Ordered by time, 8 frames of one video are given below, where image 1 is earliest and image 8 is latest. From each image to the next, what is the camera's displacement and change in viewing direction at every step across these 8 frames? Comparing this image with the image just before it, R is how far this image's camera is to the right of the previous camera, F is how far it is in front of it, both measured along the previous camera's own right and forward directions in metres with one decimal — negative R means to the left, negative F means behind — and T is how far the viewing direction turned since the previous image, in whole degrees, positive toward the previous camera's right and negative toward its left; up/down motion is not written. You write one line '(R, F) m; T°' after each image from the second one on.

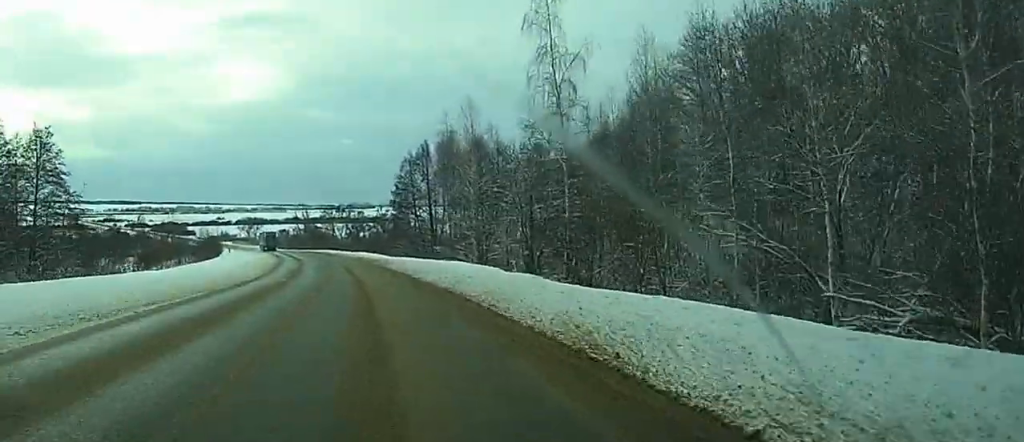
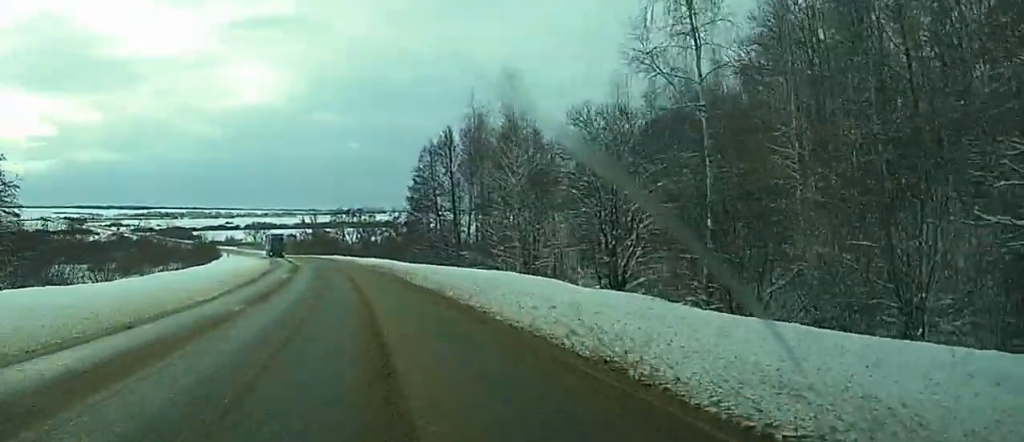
(-0.6, +16.5) m; -2°
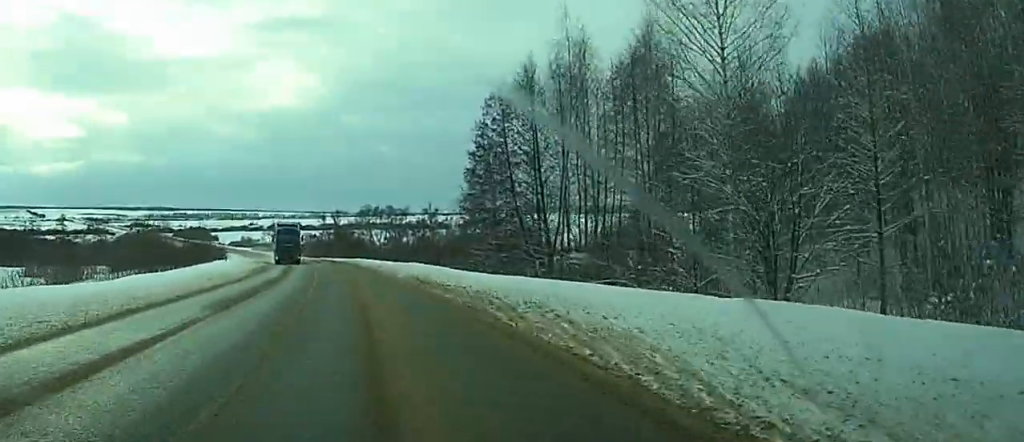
(+0.1, +33.1) m; -1°
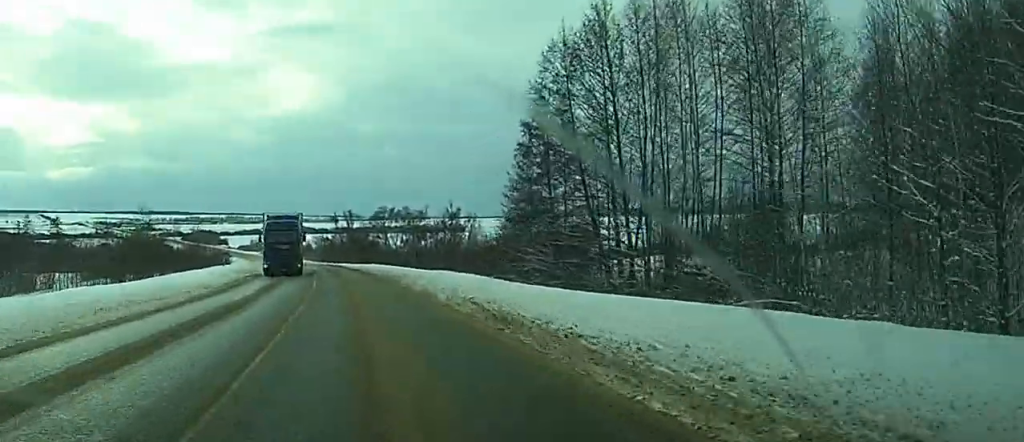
(+0.3, +15.6) m; -1°
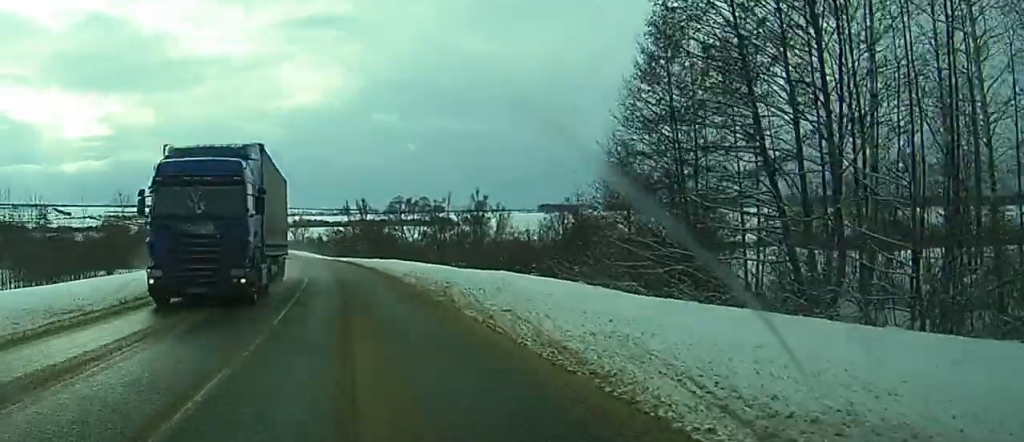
(-0.8, +18.9) m; -2°
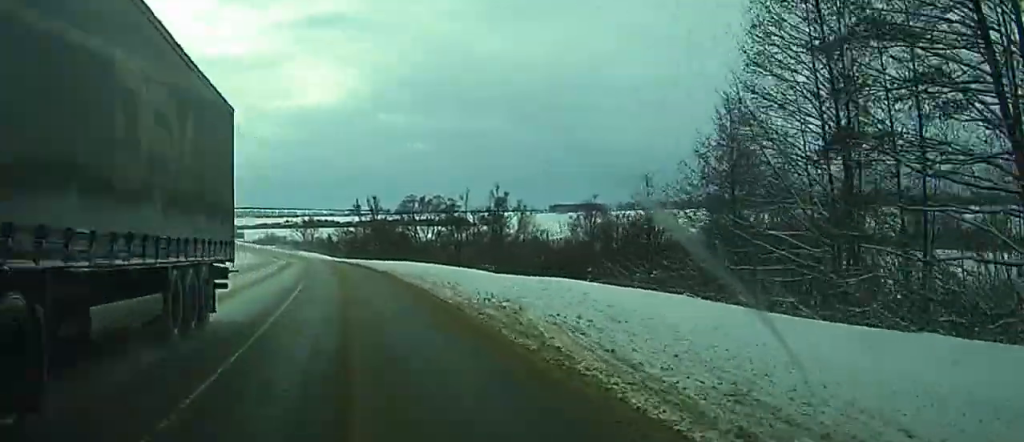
(-0.1, +10.3) m; -1°
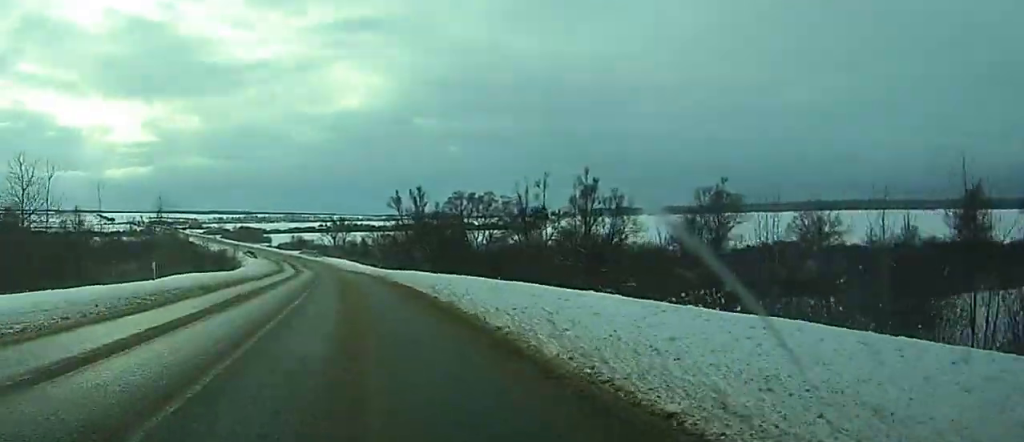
(0.0, +35.4) m; -1°
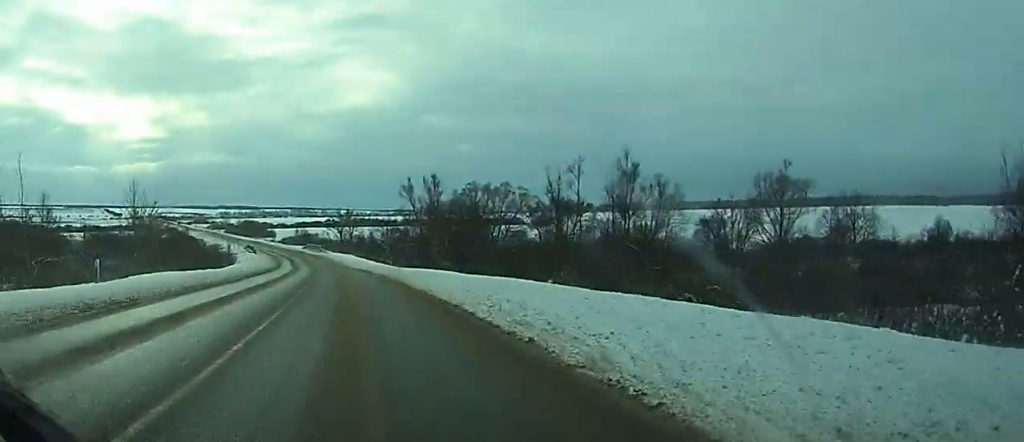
(+0.1, +13.0) m; -1°
